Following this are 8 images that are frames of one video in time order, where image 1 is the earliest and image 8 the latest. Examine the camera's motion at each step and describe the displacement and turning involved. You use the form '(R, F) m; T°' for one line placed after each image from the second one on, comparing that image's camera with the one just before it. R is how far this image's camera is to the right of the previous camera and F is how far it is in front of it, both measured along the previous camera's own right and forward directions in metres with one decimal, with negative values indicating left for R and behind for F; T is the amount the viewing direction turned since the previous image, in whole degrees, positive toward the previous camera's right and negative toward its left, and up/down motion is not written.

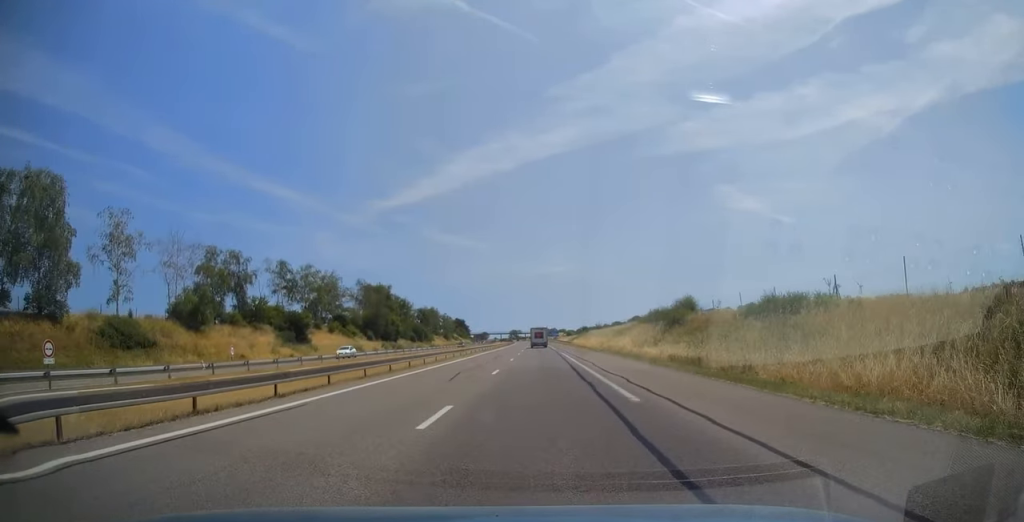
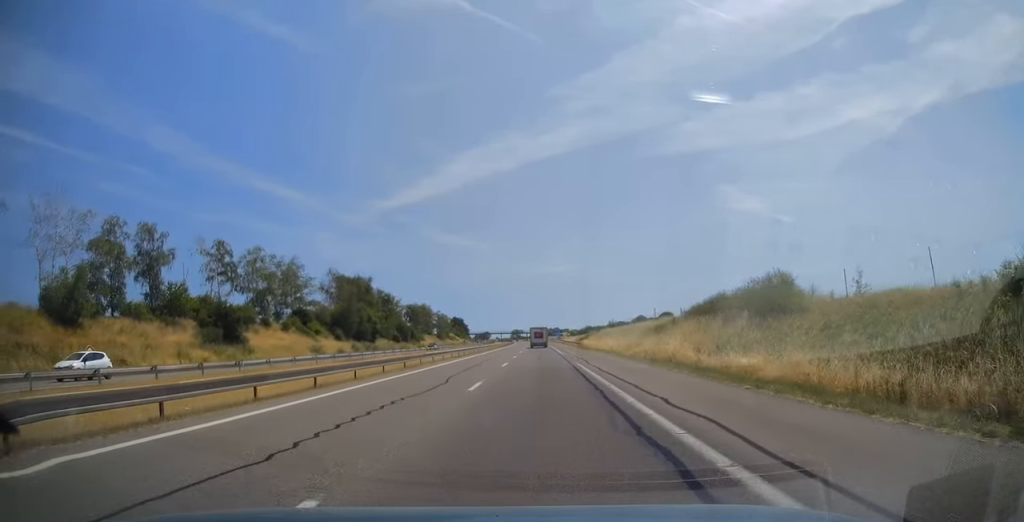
(0.0, +21.1) m; 0°
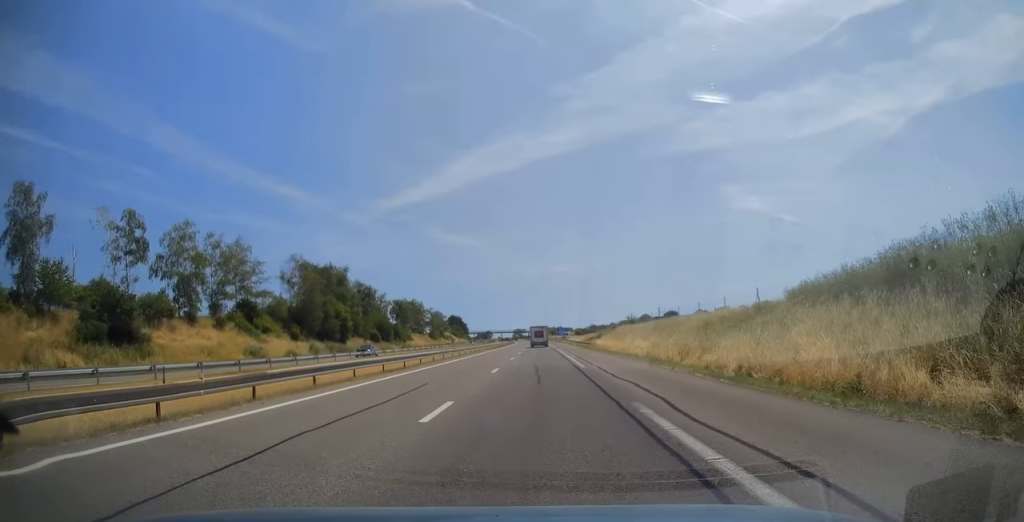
(+0.2, +20.1) m; 0°
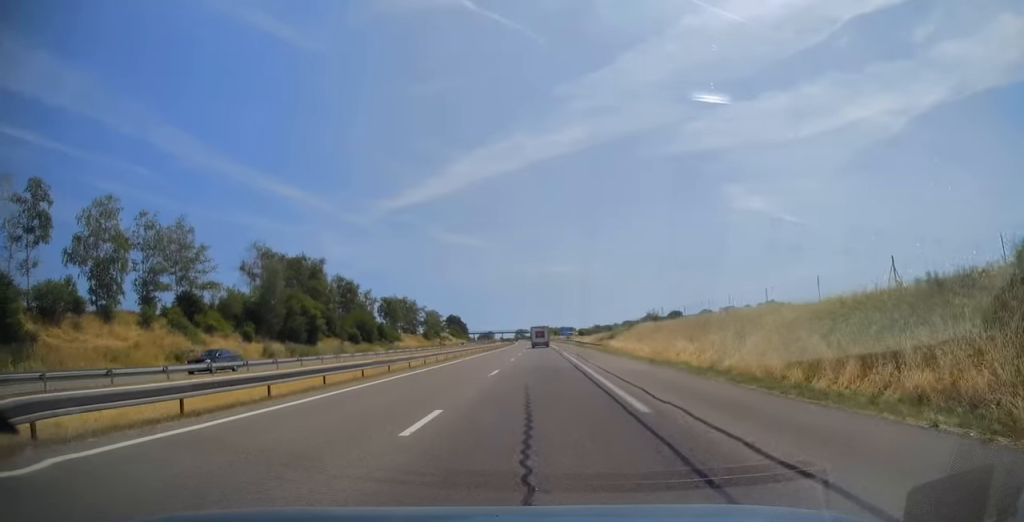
(-0.2, +15.2) m; -1°
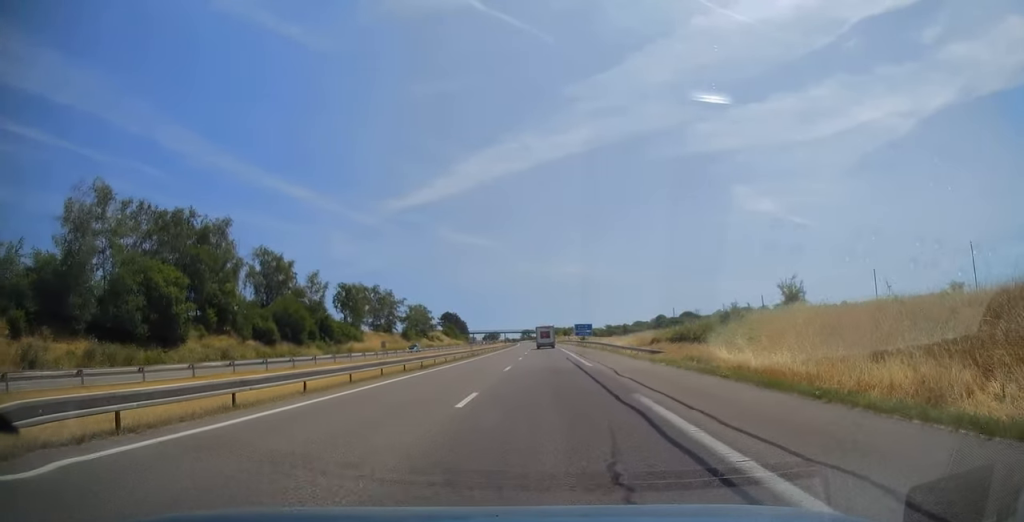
(-0.7, +38.2) m; -1°
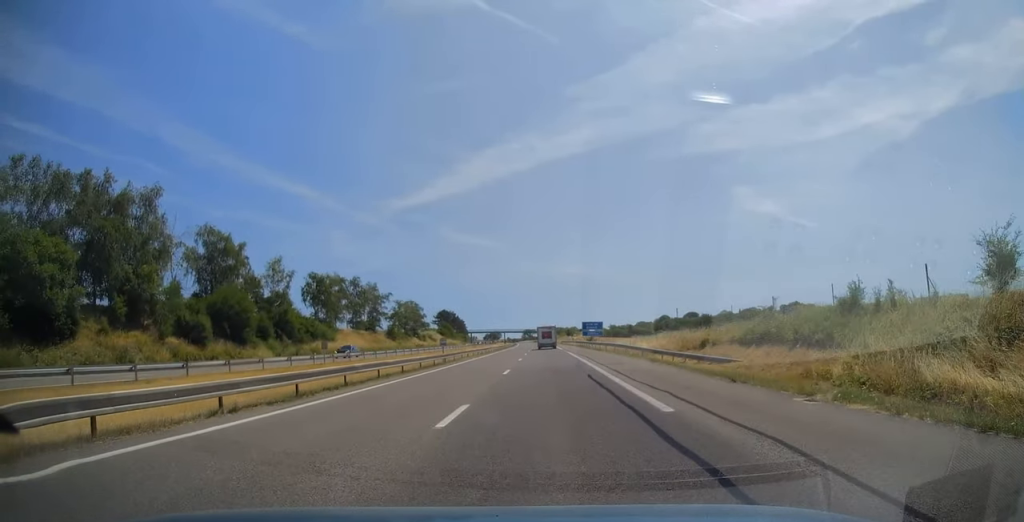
(+0.2, +16.7) m; 0°
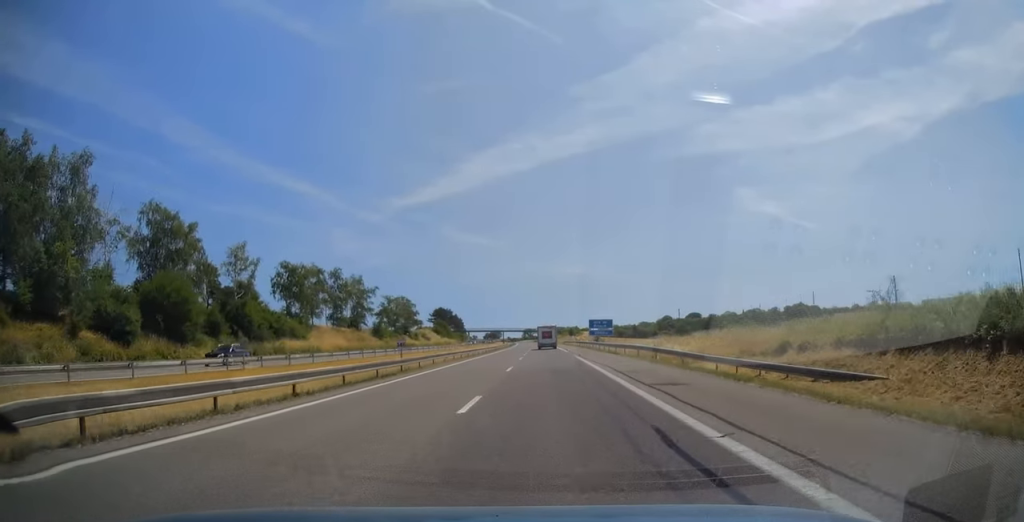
(+0.1, +12.3) m; 0°
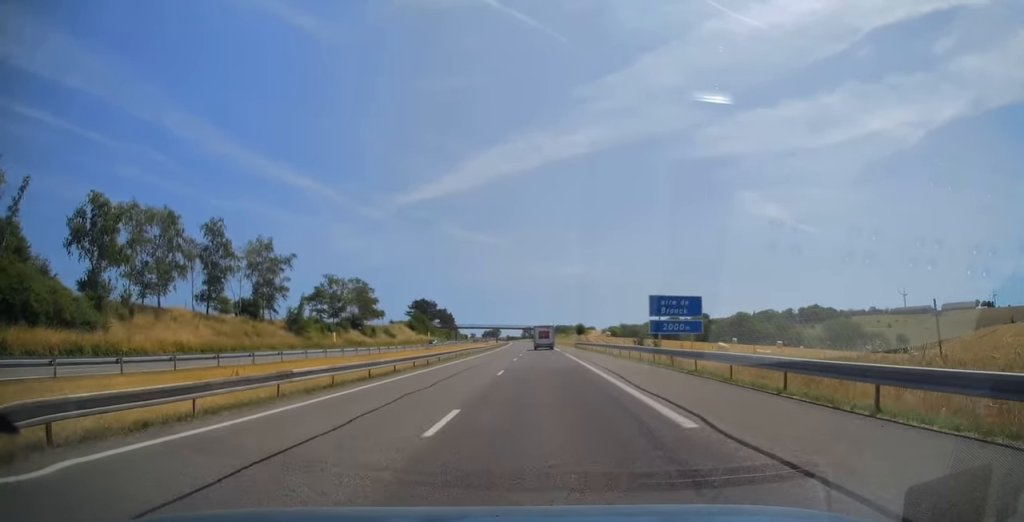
(-0.3, +44.7) m; -1°
